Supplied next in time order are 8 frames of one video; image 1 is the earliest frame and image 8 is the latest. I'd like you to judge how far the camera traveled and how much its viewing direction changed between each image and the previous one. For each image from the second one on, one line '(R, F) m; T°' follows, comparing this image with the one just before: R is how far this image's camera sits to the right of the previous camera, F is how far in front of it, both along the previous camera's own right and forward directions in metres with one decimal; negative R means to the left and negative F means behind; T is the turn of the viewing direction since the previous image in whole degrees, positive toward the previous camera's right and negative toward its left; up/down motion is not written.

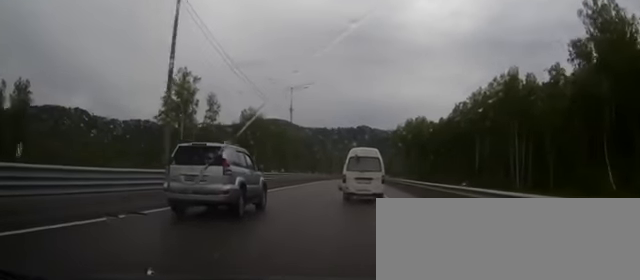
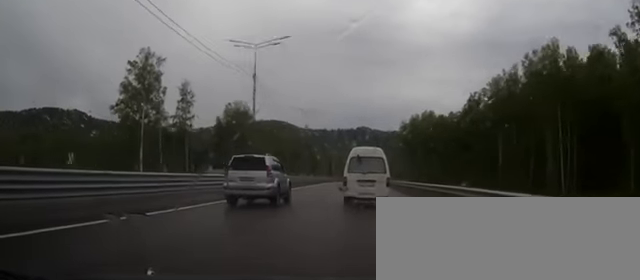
(0.0, +21.2) m; 0°
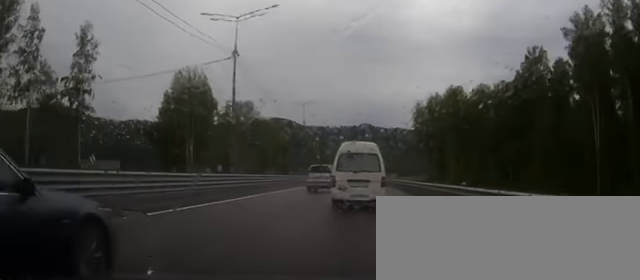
(0.0, +46.6) m; 0°
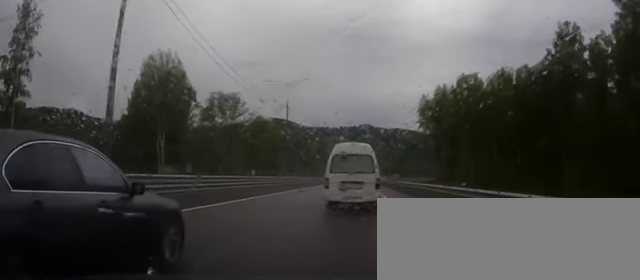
(0.0, +16.4) m; 0°
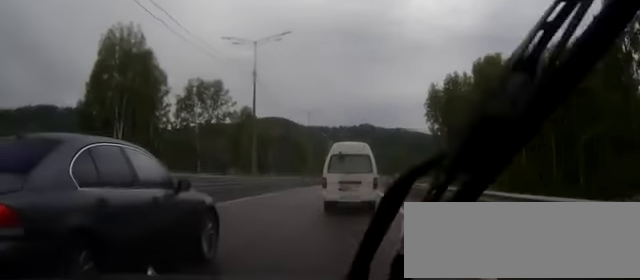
(0.0, +17.8) m; 0°
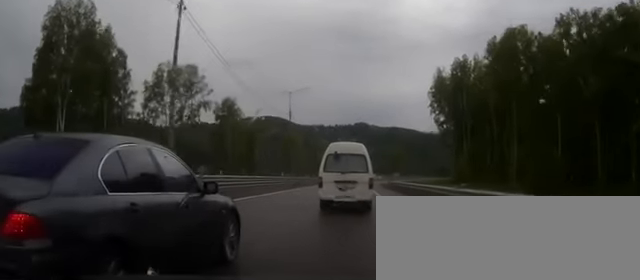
(+0.1, +16.1) m; 0°
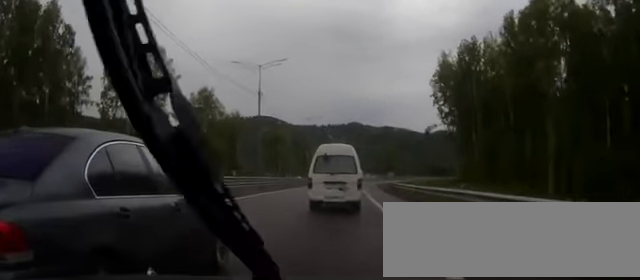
(0.0, +15.0) m; 0°
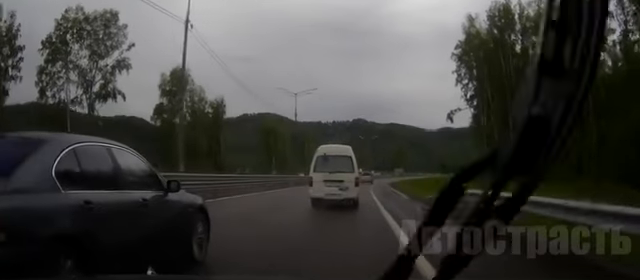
(+0.1, +21.5) m; 0°
